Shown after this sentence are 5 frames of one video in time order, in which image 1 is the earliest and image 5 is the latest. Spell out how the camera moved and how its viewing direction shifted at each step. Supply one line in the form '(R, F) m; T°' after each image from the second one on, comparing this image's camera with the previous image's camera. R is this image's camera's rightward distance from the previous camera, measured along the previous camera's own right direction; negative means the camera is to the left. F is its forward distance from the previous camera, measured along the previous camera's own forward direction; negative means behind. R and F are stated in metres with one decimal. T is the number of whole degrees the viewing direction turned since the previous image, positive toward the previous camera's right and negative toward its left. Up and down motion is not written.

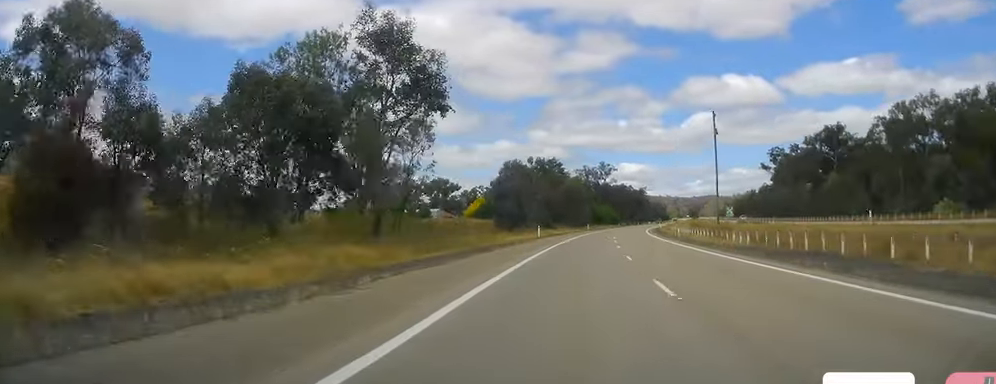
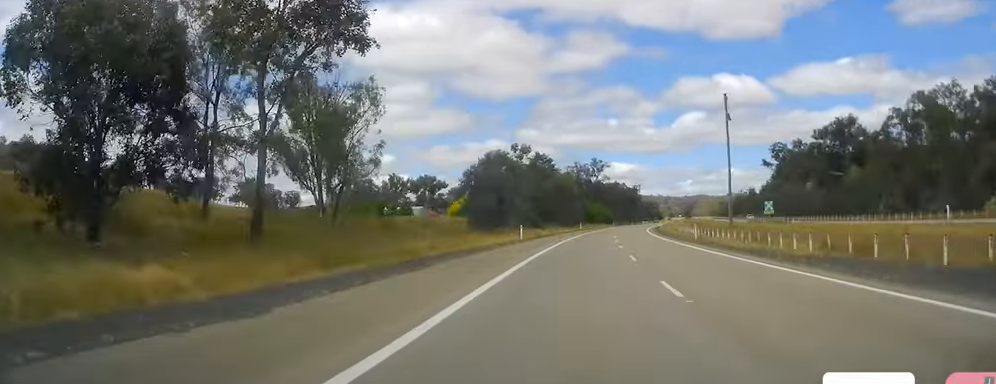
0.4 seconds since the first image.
(+0.3, +12.6) m; +1°
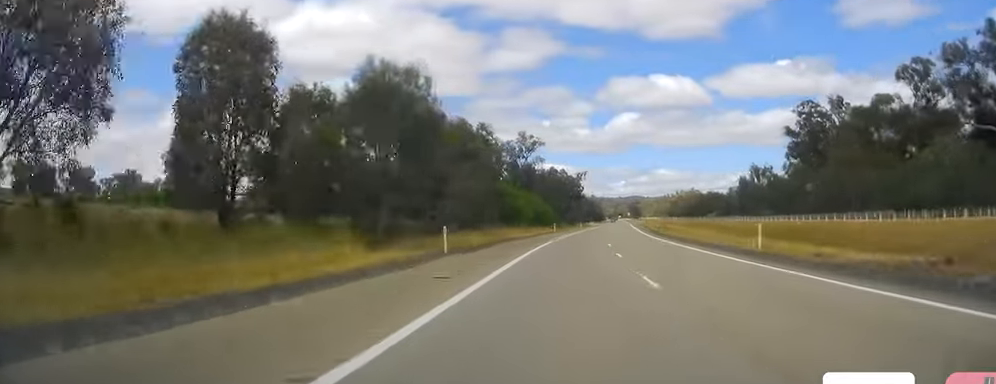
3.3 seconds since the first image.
(+2.7, +82.7) m; +3°
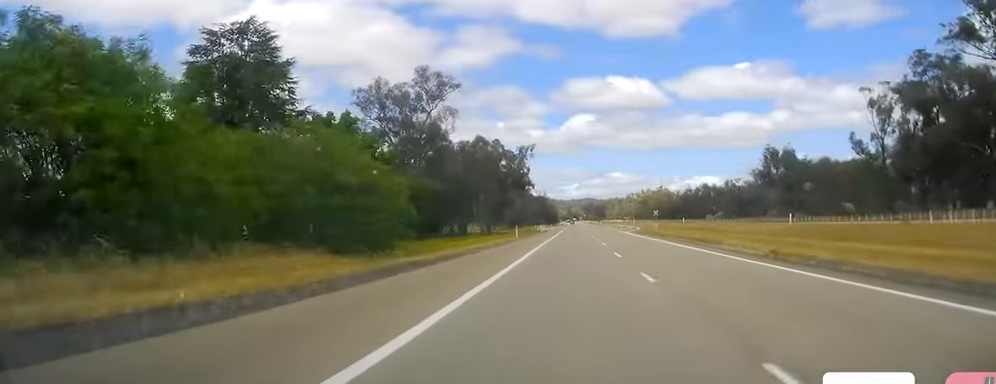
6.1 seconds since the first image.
(+3.9, +82.7) m; +7°
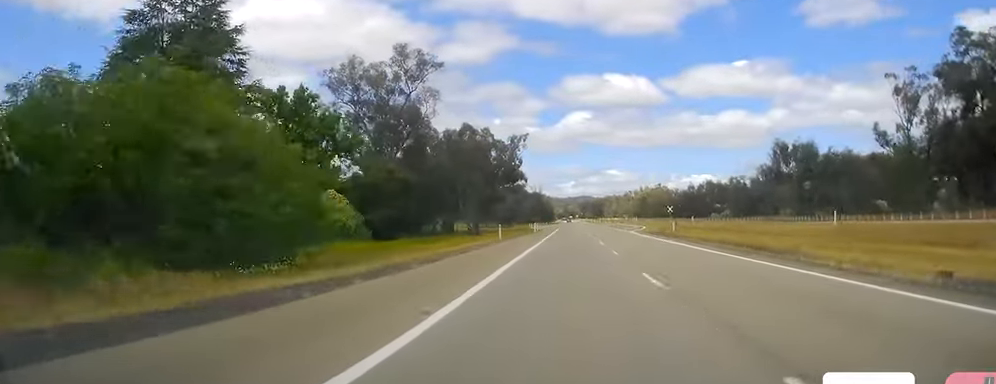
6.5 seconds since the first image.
(+0.4, +12.7) m; 0°
